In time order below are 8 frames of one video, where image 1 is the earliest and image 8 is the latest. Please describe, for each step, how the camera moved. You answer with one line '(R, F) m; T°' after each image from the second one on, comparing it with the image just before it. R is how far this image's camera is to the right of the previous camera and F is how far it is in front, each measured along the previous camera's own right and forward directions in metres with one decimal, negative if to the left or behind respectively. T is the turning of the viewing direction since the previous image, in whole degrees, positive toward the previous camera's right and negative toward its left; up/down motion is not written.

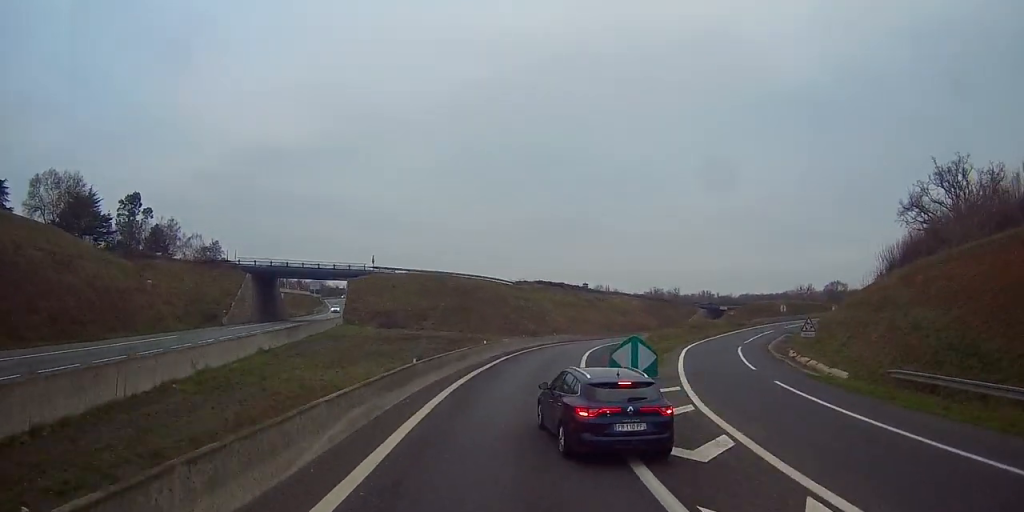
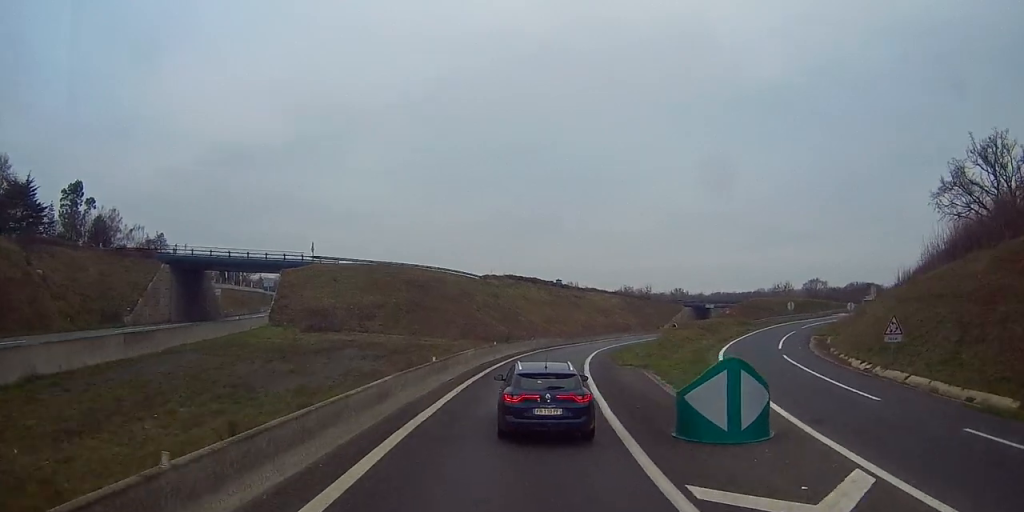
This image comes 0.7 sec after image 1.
(+0.3, +13.5) m; +1°
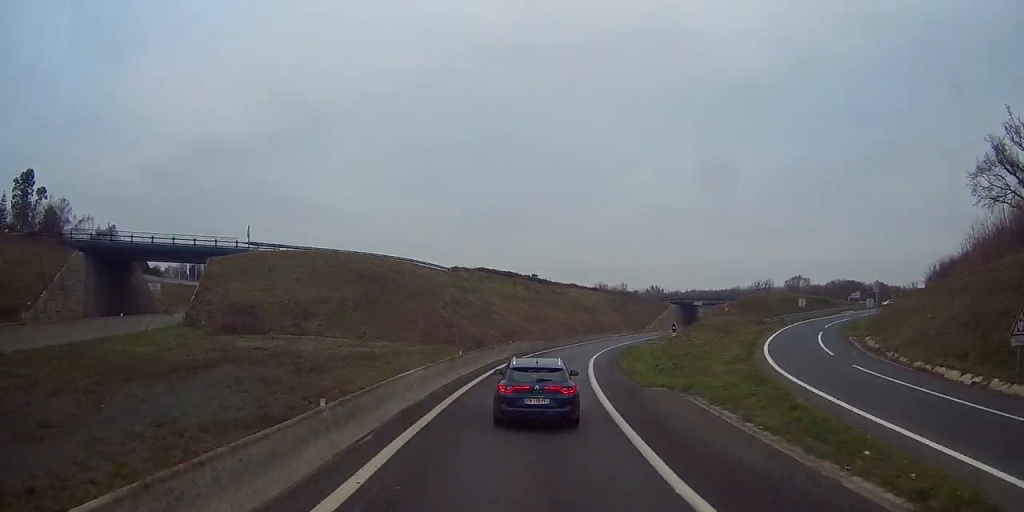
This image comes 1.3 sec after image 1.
(0.0, +11.2) m; +3°
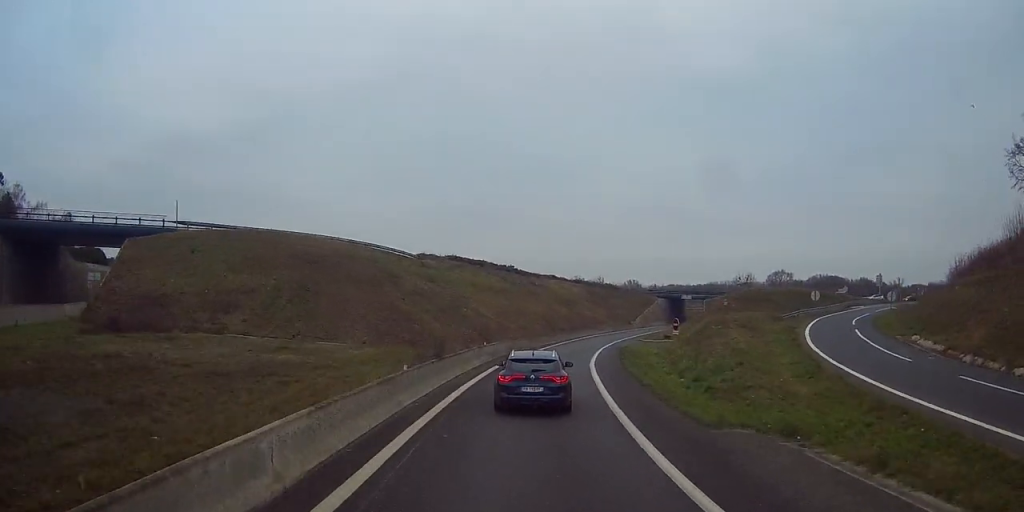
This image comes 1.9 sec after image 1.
(-0.4, +9.6) m; +3°
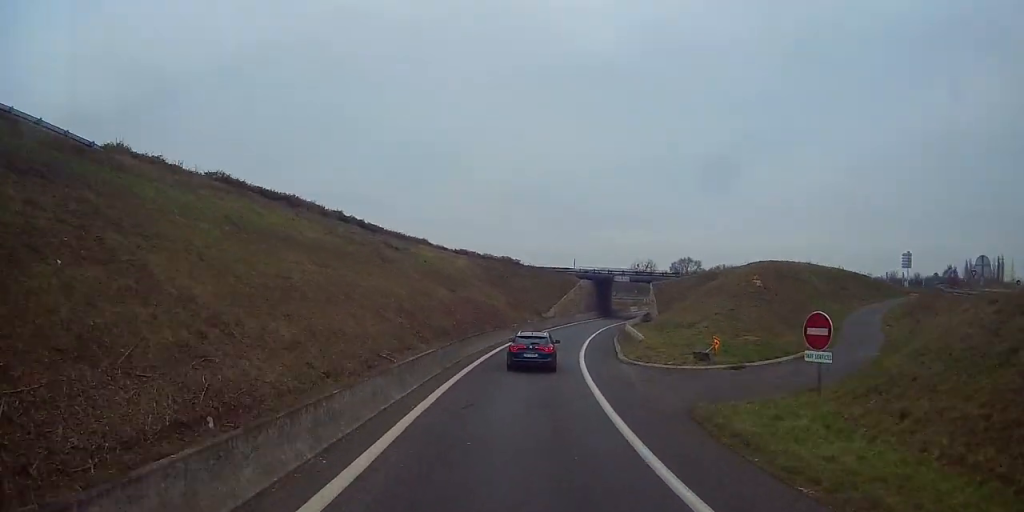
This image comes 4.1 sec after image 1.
(+4.9, +41.9) m; +11°
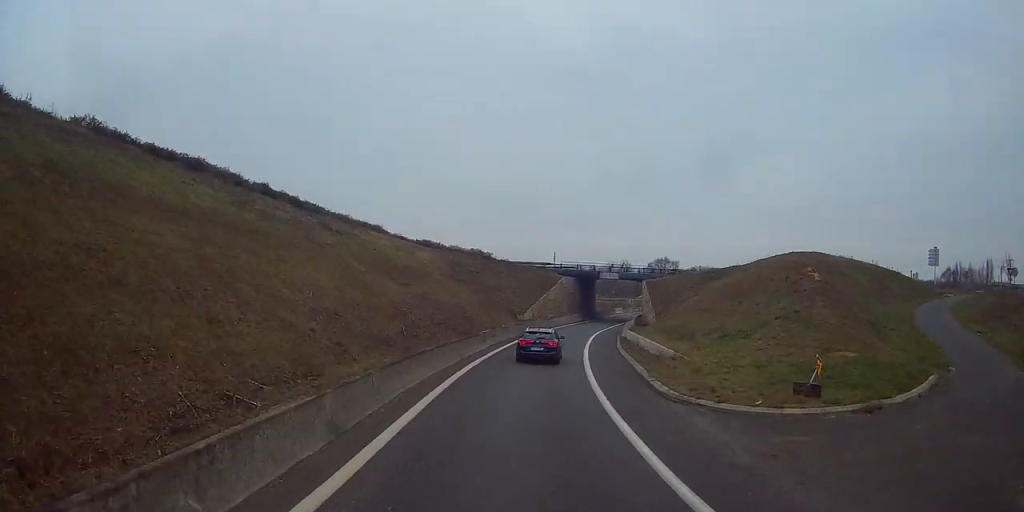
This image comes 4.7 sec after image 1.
(+0.4, +12.3) m; +3°
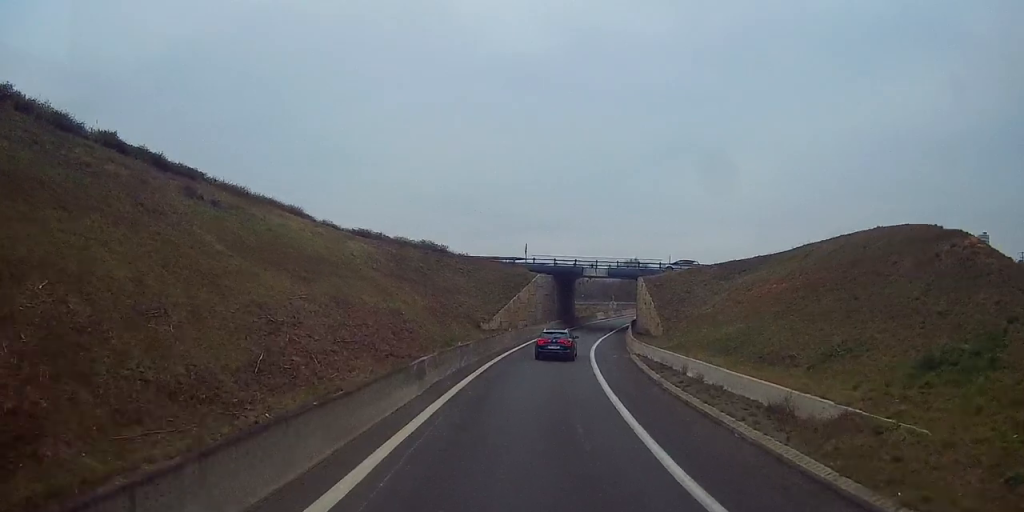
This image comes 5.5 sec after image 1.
(+0.5, +16.0) m; +4°
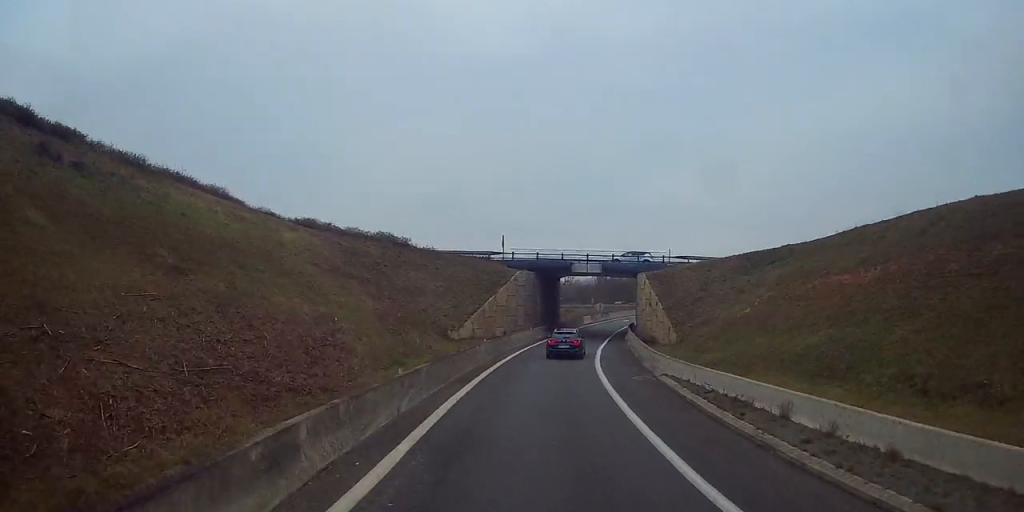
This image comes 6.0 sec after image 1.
(+0.1, +10.2) m; +2°
